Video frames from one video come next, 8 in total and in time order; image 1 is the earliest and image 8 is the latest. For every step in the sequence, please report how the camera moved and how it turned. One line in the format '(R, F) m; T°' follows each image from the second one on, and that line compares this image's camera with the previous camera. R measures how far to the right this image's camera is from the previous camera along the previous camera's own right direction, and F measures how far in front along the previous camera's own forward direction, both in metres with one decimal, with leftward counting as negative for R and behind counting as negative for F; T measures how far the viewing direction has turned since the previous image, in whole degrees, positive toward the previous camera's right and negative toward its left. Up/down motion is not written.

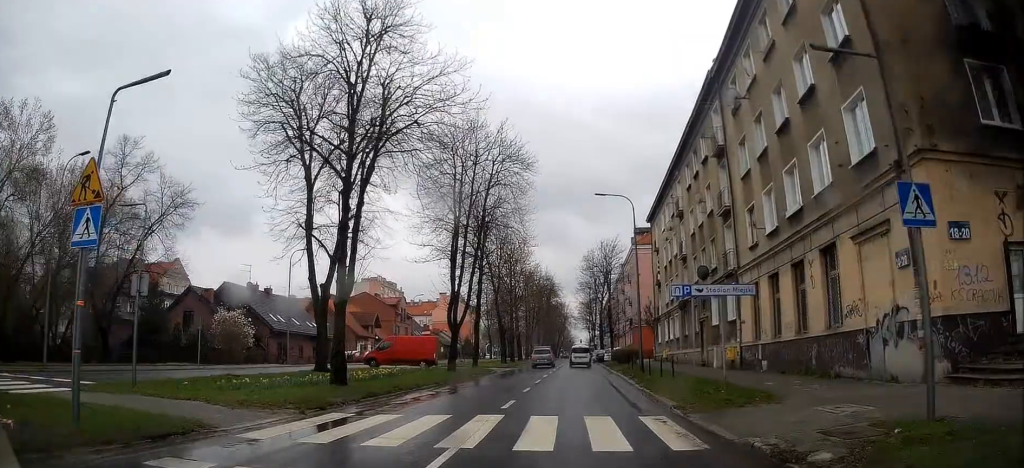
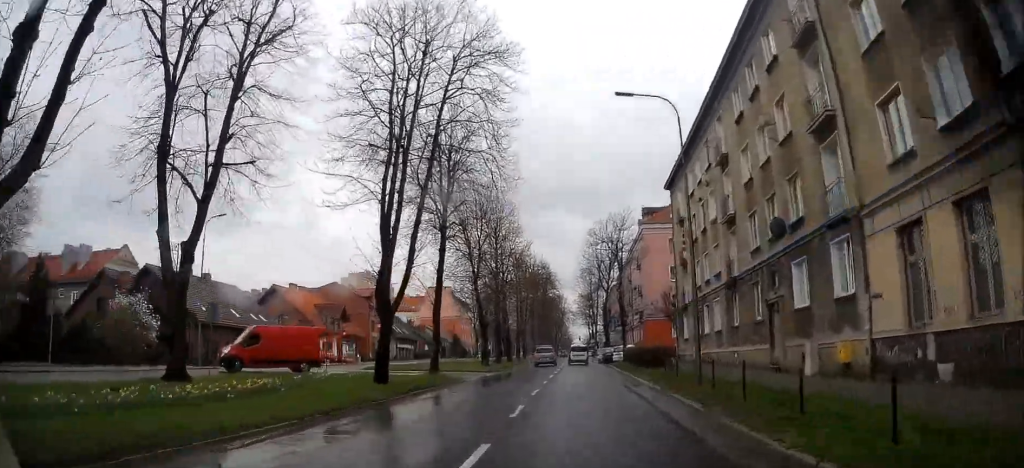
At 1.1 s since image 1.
(+0.3, +12.7) m; 0°
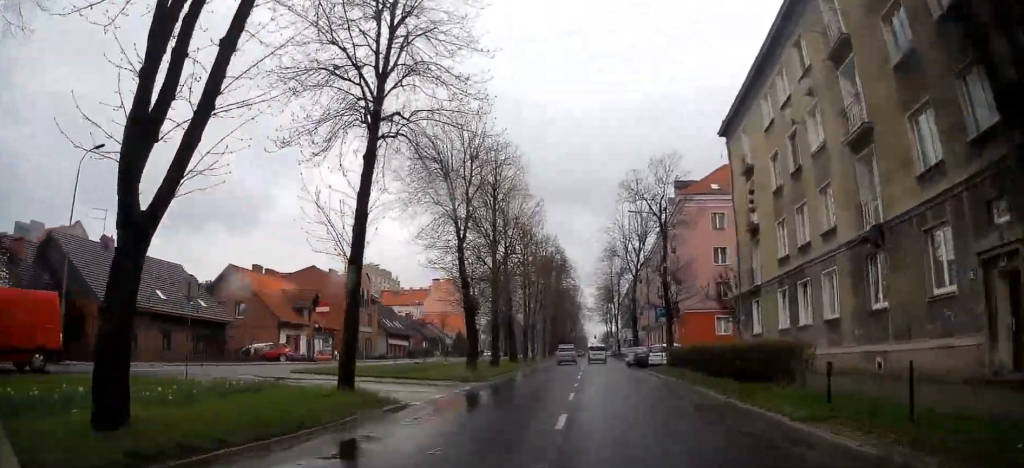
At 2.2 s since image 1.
(-0.1, +13.0) m; +1°
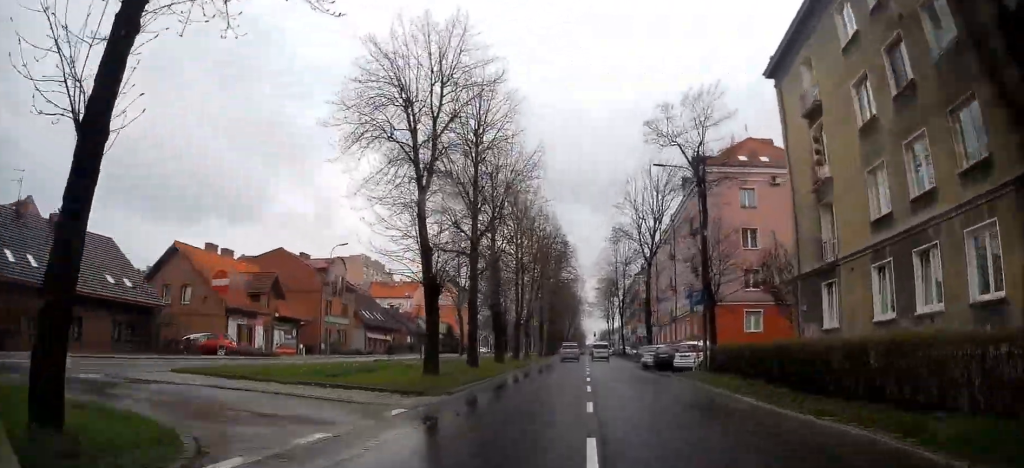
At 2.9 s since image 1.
(+0.3, +8.9) m; +1°
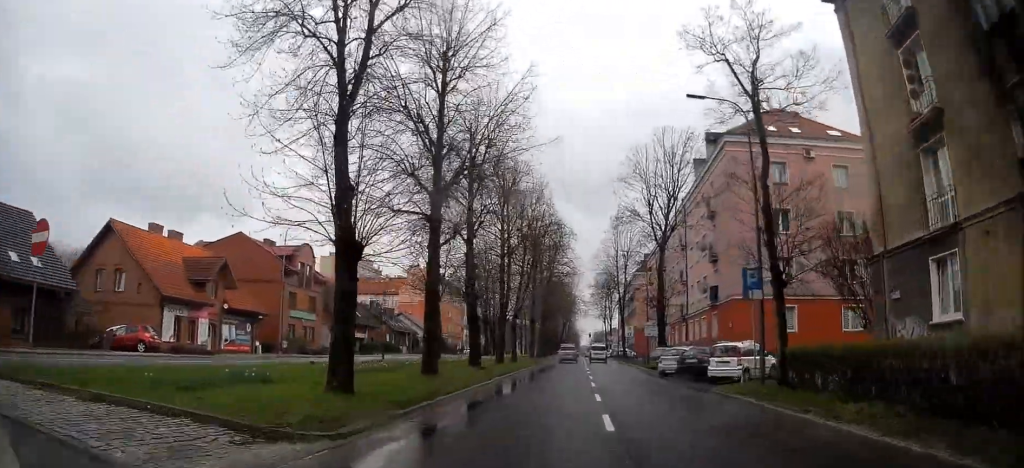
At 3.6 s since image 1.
(0.0, +7.9) m; -1°
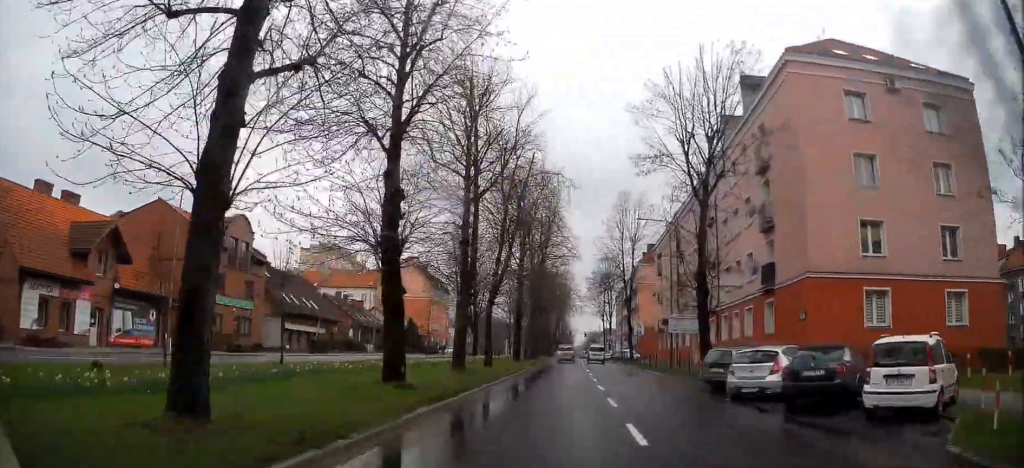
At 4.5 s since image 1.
(-0.3, +12.3) m; -2°
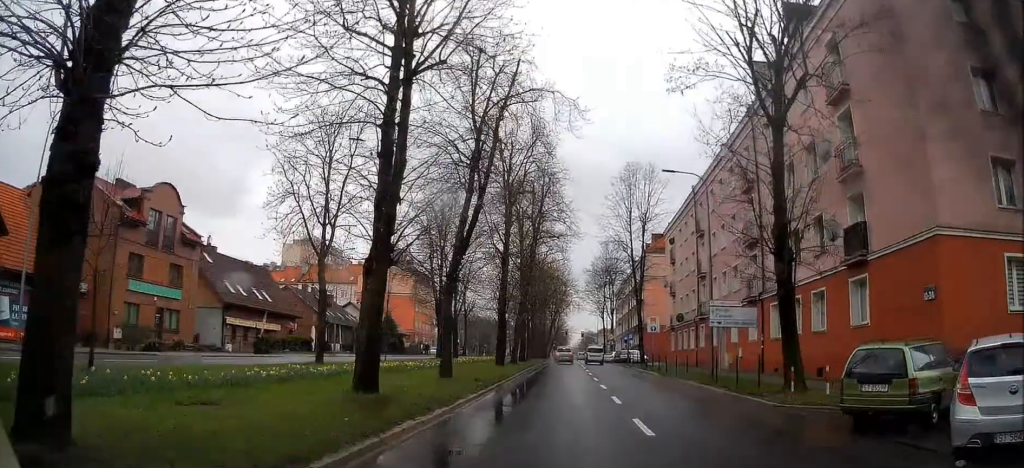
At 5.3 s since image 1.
(-0.1, +10.1) m; 0°
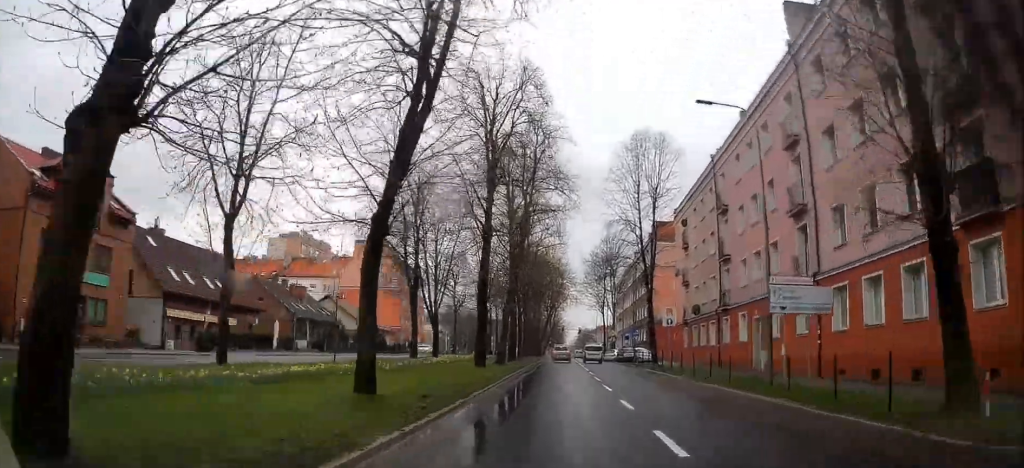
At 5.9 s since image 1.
(0.0, +7.5) m; +1°
